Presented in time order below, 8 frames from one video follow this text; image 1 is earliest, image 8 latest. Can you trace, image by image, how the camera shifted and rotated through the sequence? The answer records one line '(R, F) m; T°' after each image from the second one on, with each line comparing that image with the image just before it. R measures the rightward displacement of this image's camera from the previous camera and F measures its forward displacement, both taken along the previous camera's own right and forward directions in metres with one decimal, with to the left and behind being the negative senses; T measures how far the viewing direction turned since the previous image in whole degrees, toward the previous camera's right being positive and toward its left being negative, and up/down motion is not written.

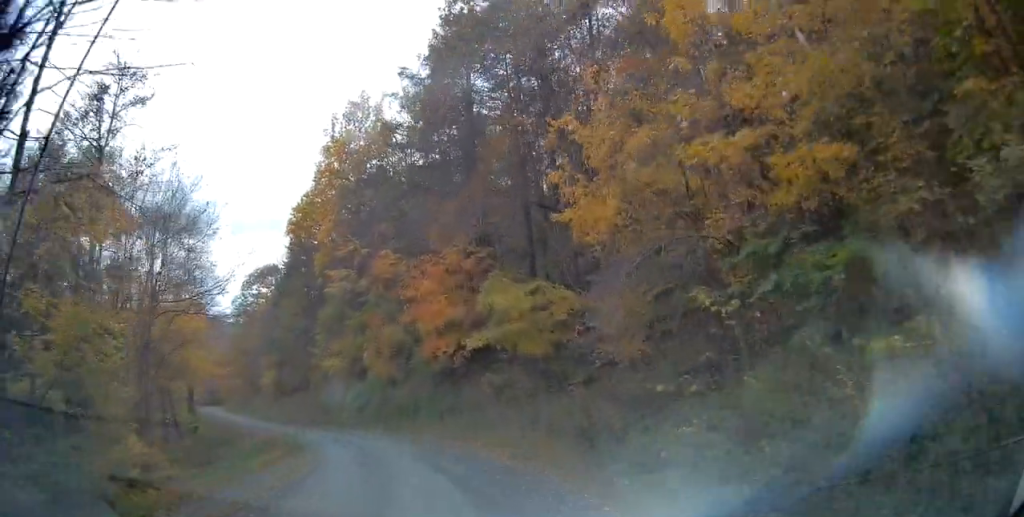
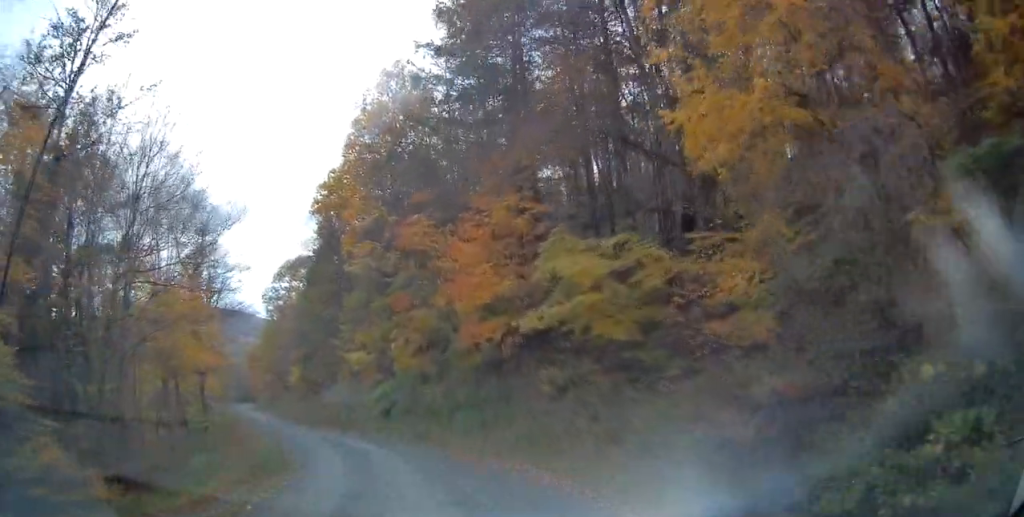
(-0.5, +6.3) m; -5°
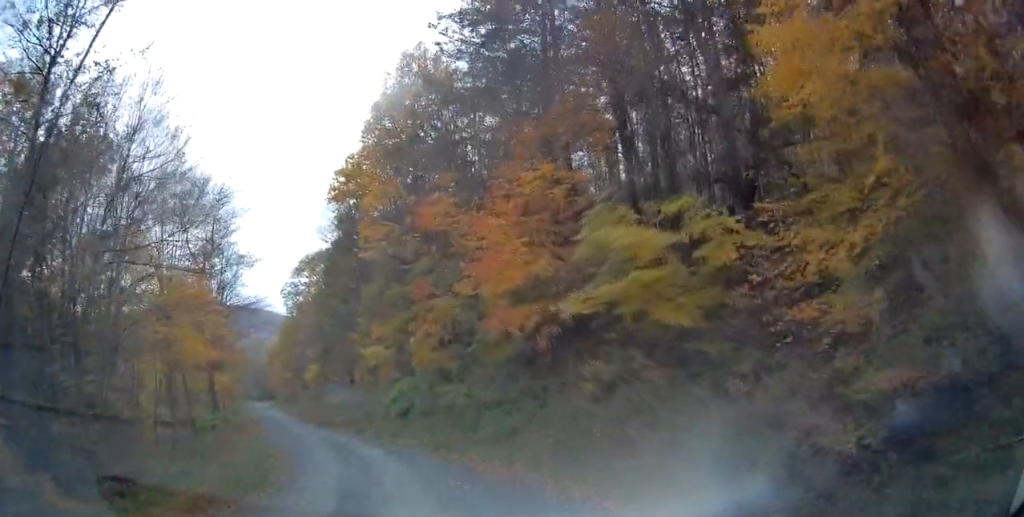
(0.0, +2.9) m; -1°
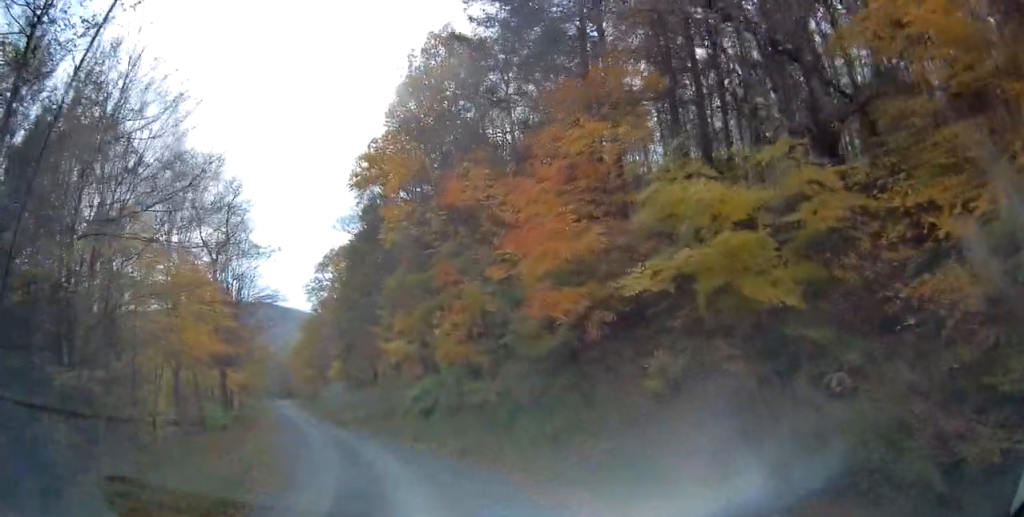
(0.0, +3.2) m; -3°
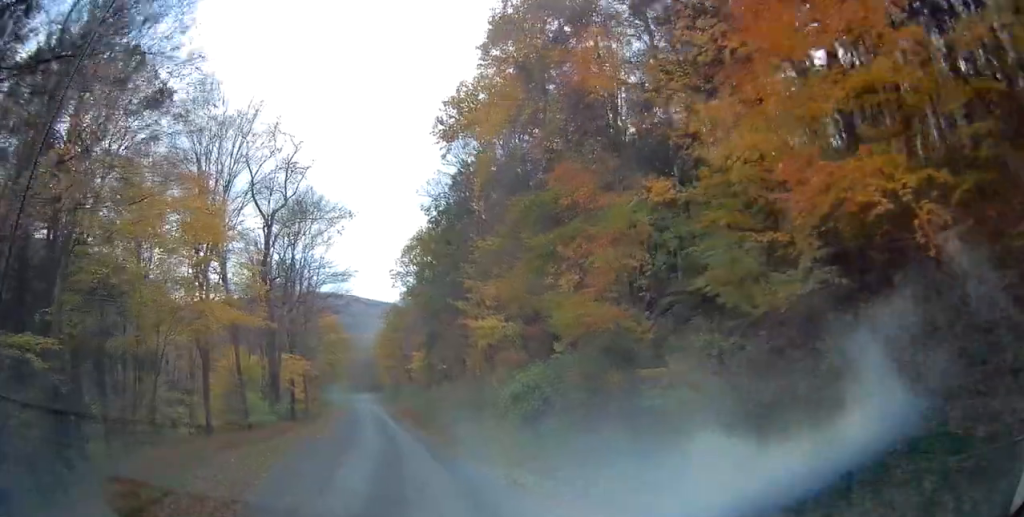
(-0.9, +9.3) m; -9°
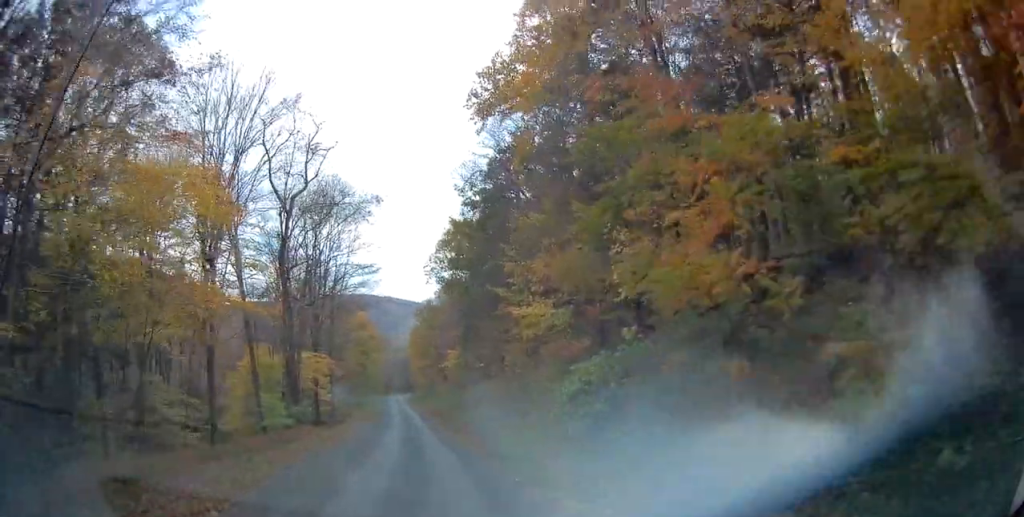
(-0.2, +4.1) m; -2°
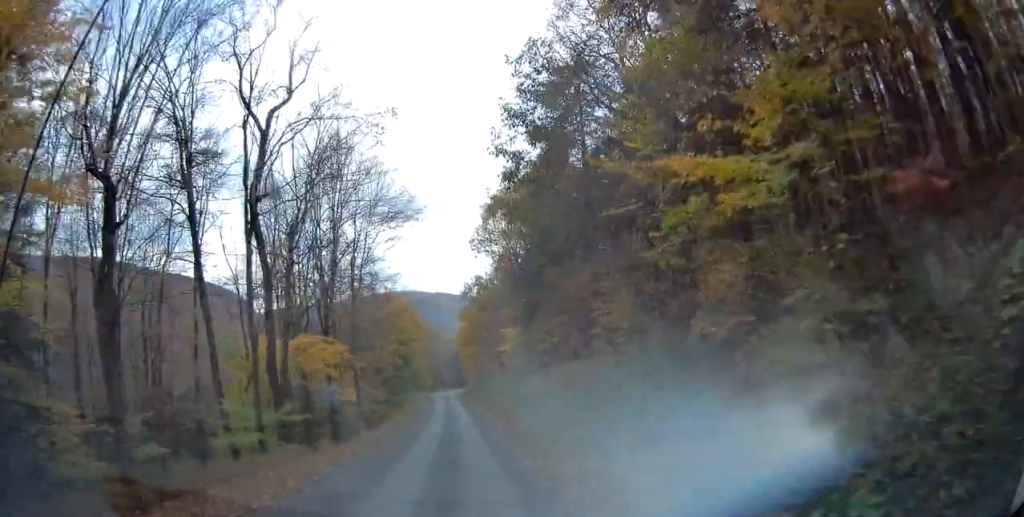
(+0.2, +14.6) m; 0°
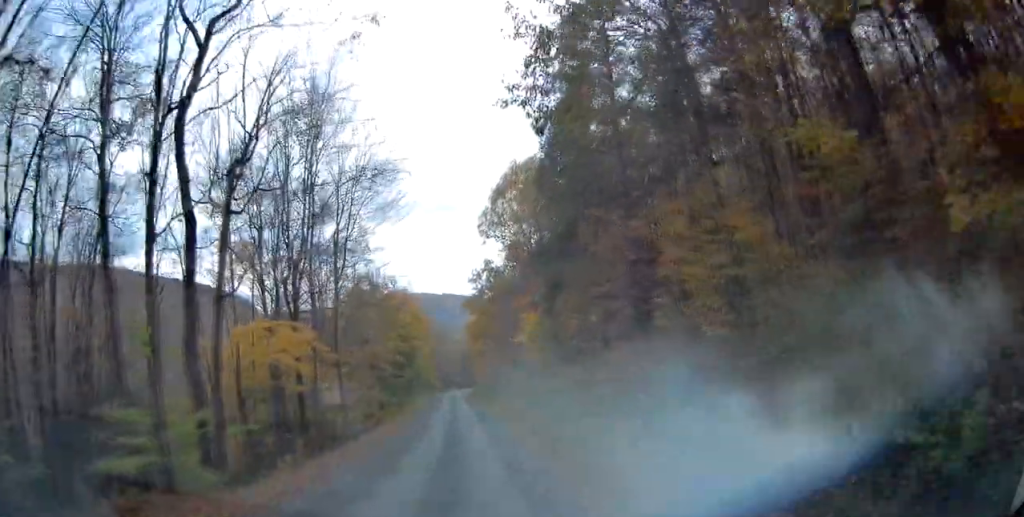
(-0.1, +9.3) m; -1°
